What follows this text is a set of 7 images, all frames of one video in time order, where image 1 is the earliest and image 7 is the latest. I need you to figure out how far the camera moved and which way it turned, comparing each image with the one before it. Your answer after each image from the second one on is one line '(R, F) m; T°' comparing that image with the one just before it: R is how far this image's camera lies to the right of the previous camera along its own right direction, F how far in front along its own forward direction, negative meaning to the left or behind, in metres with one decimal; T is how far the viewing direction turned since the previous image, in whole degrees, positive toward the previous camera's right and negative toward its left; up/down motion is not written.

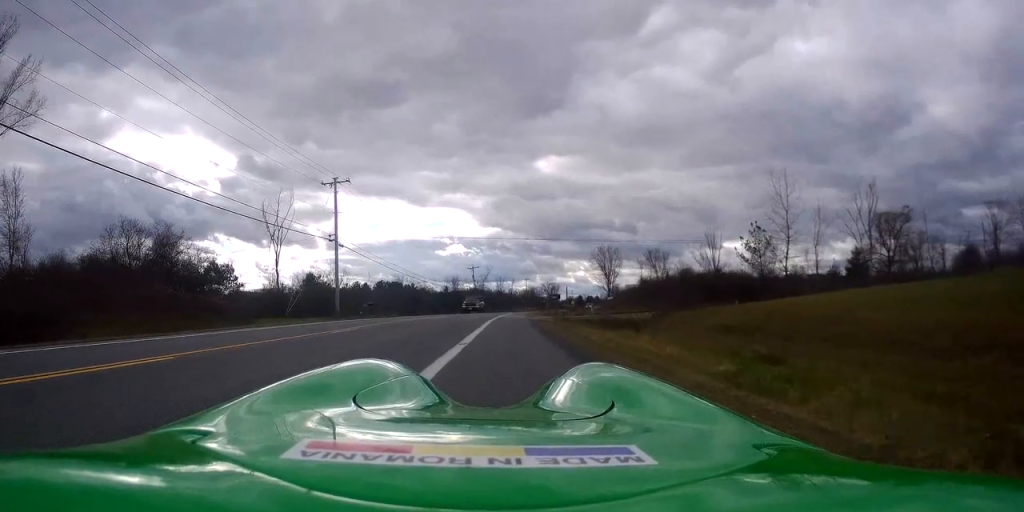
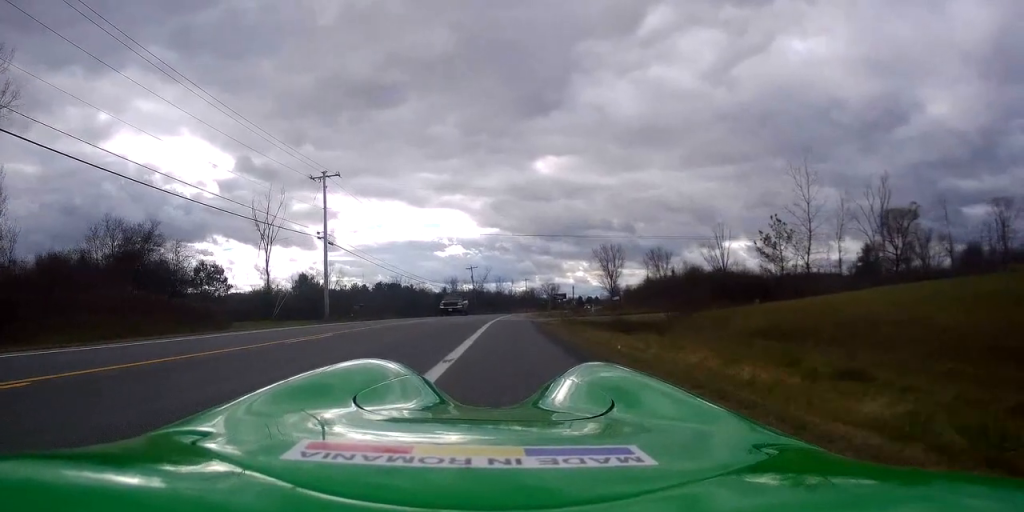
(0.0, +2.8) m; -1°
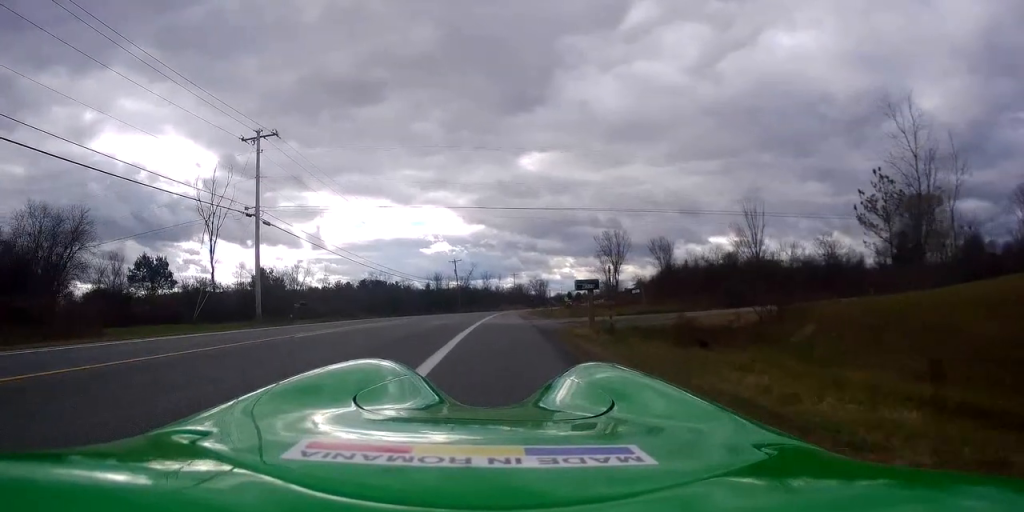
(-0.1, +10.9) m; -1°
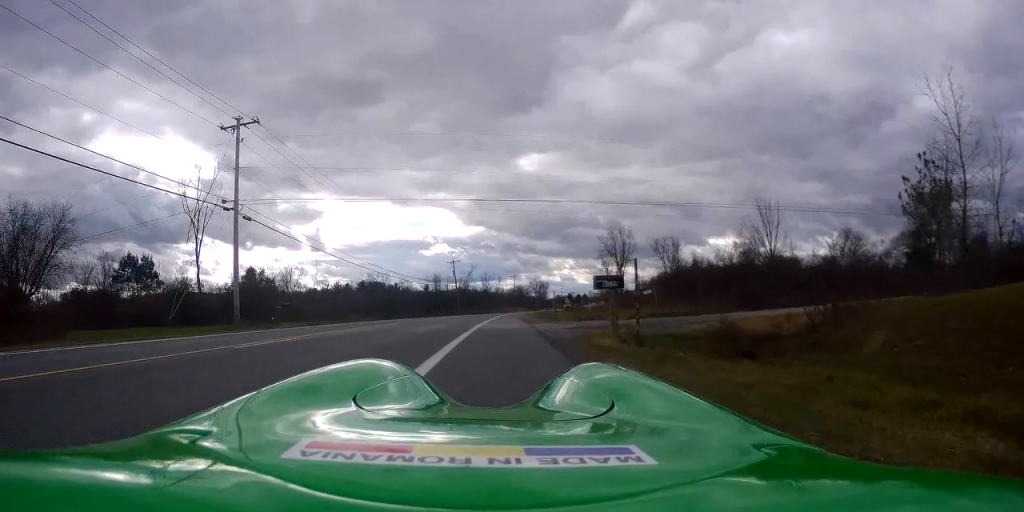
(-0.1, +3.0) m; -2°
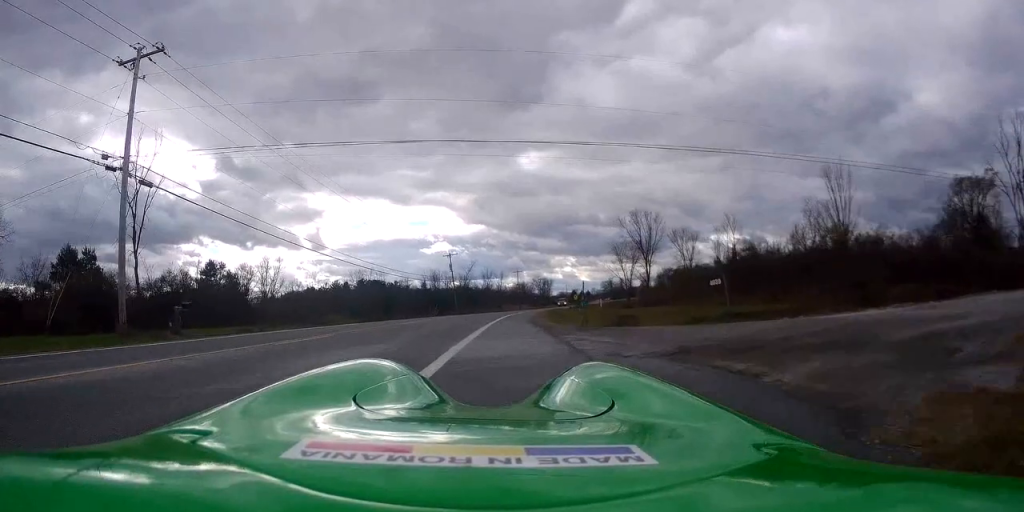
(+0.3, +10.8) m; +5°
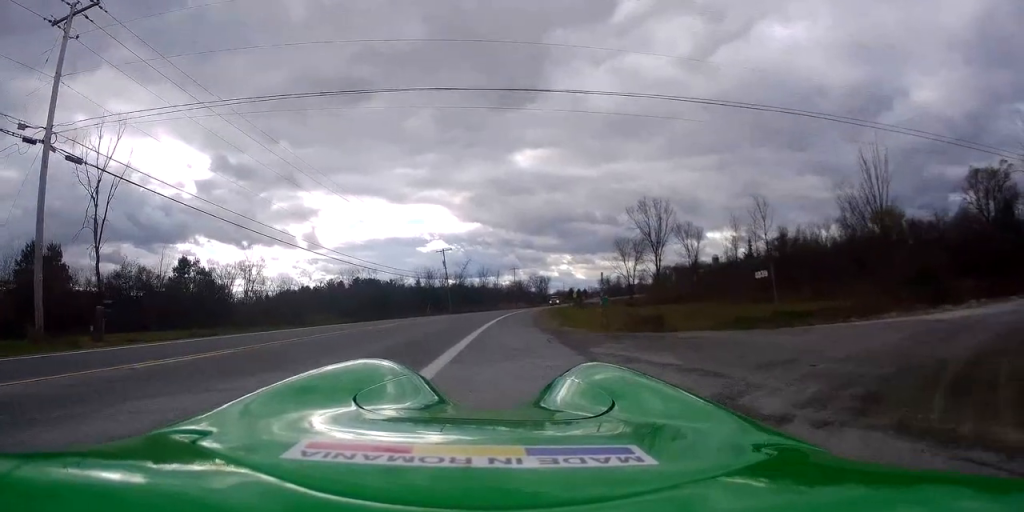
(+0.1, +4.7) m; -1°
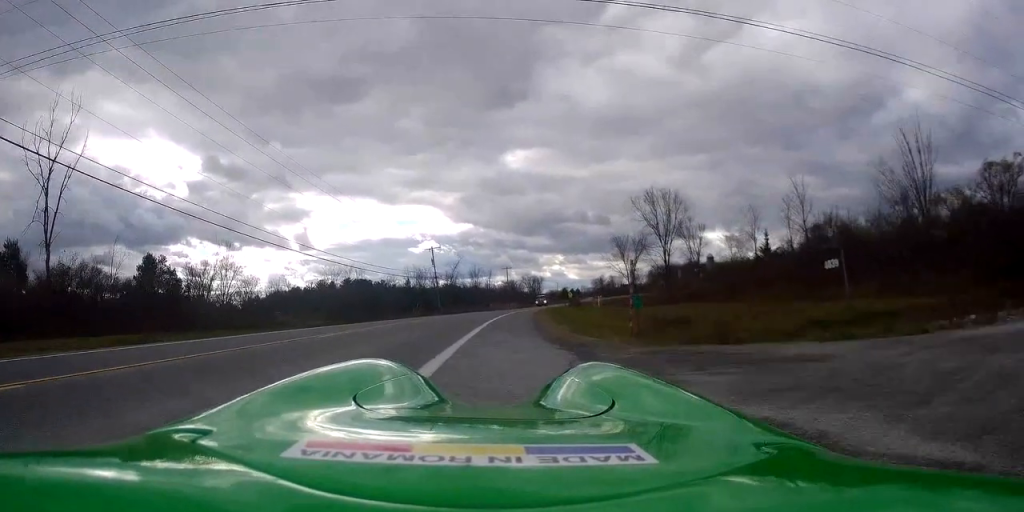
(-0.1, +4.9) m; 0°
